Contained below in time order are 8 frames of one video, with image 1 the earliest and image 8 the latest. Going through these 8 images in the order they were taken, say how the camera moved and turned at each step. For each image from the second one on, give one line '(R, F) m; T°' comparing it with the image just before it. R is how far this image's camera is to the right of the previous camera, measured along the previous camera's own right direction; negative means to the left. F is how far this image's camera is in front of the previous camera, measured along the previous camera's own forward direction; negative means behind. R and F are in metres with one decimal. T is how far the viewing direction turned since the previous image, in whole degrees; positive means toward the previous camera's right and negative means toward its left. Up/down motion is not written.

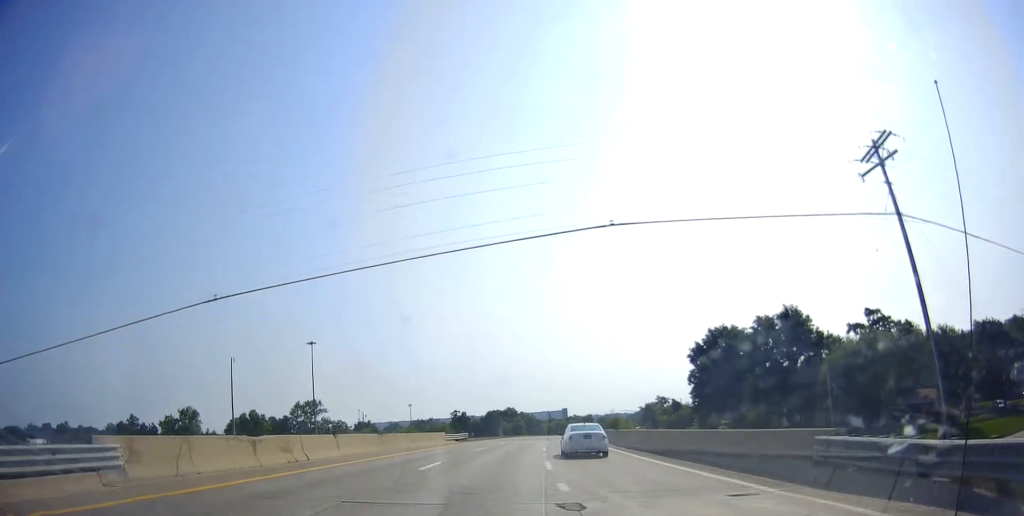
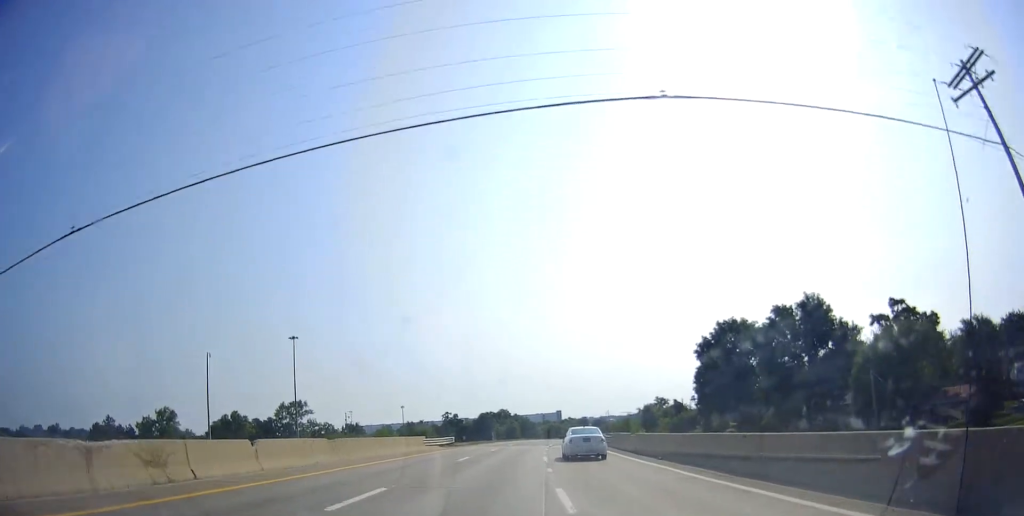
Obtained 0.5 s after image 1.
(+0.1, +8.2) m; +1°
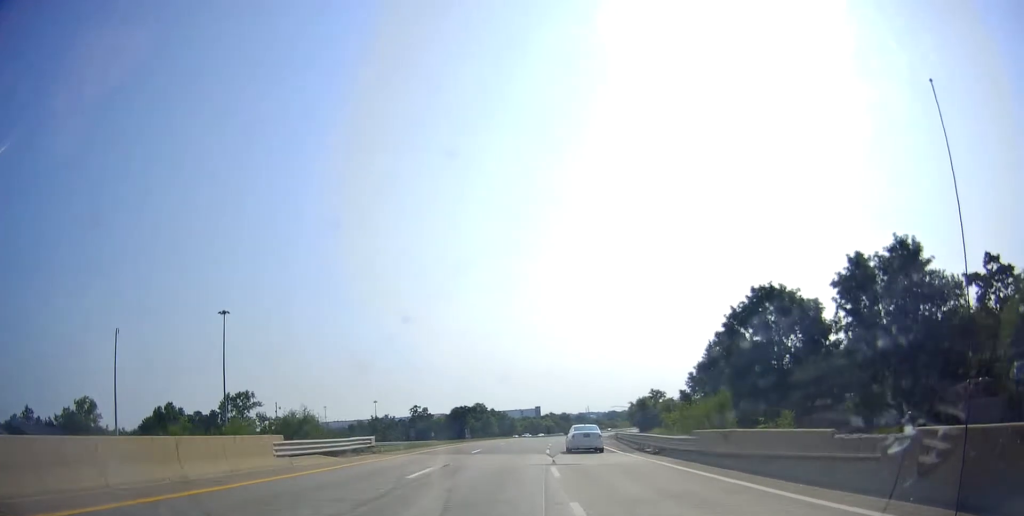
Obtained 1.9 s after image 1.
(+0.3, +25.0) m; 0°
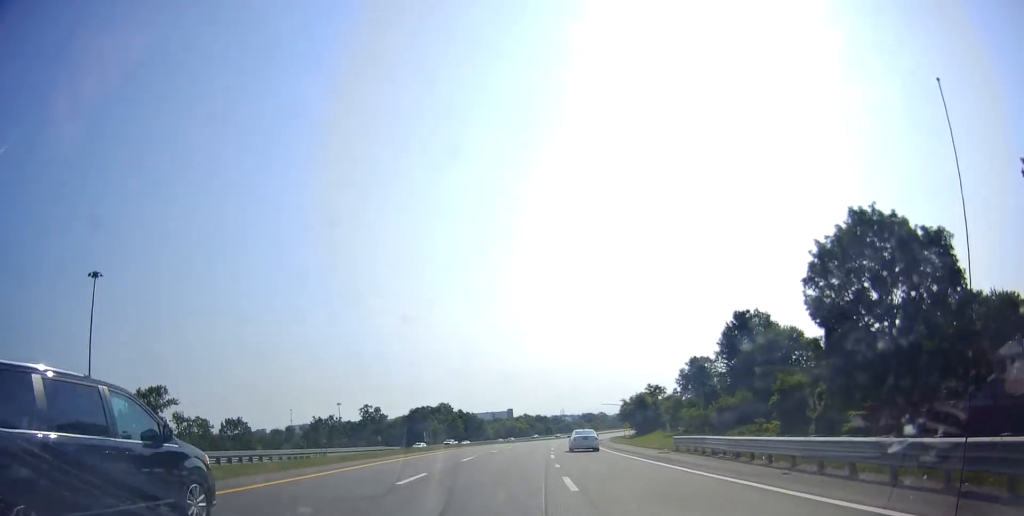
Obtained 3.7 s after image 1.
(+0.2, +33.0) m; +2°
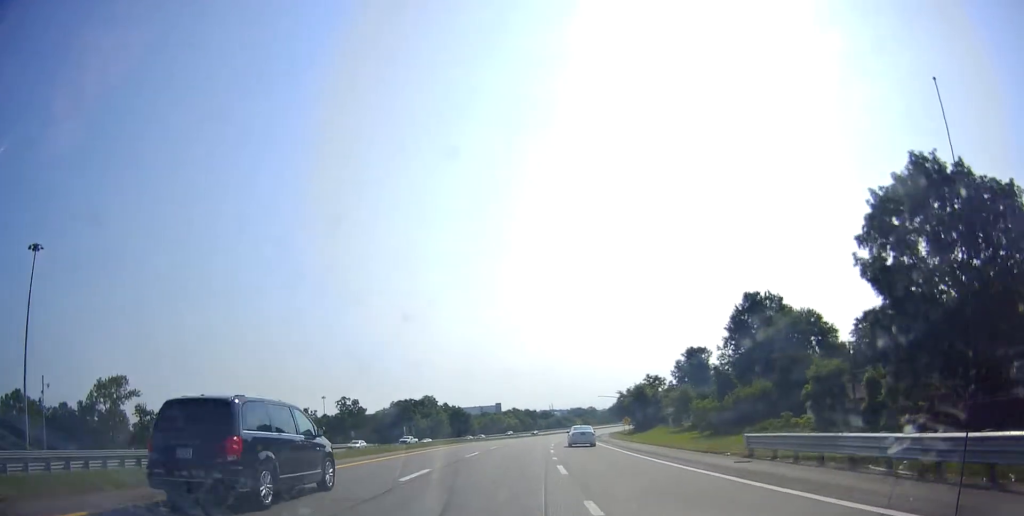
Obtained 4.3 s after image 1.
(0.0, +12.0) m; +2°
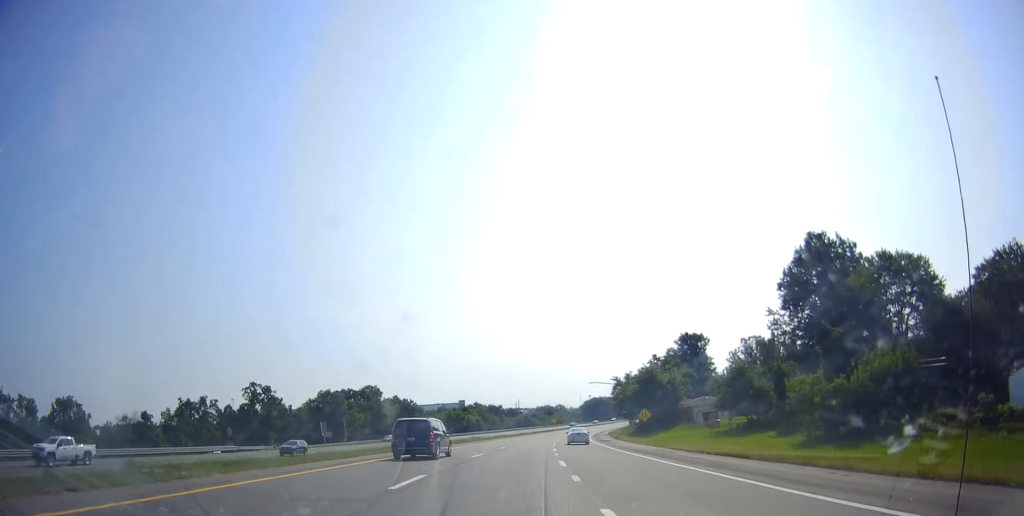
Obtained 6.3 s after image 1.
(+2.1, +39.5) m; +5°
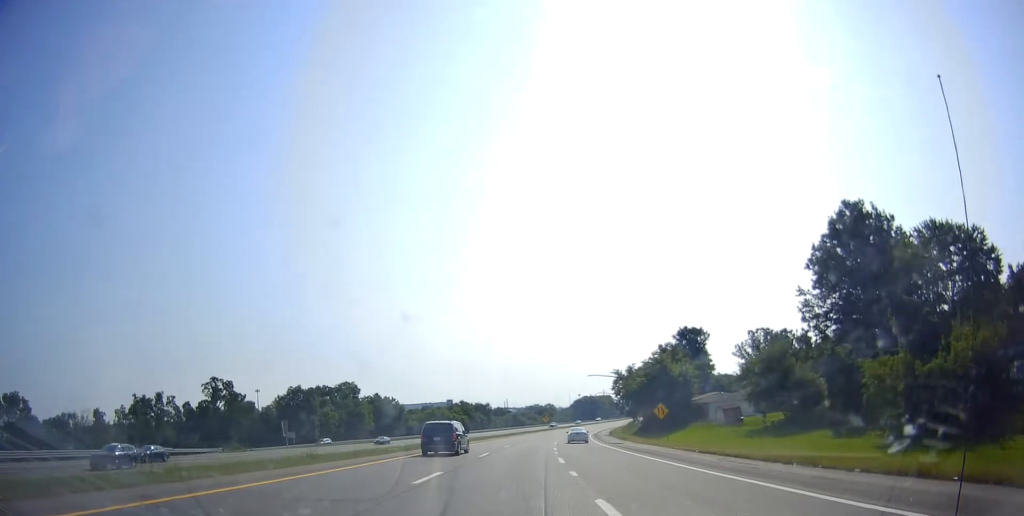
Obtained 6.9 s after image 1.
(-0.1, +13.2) m; +2°
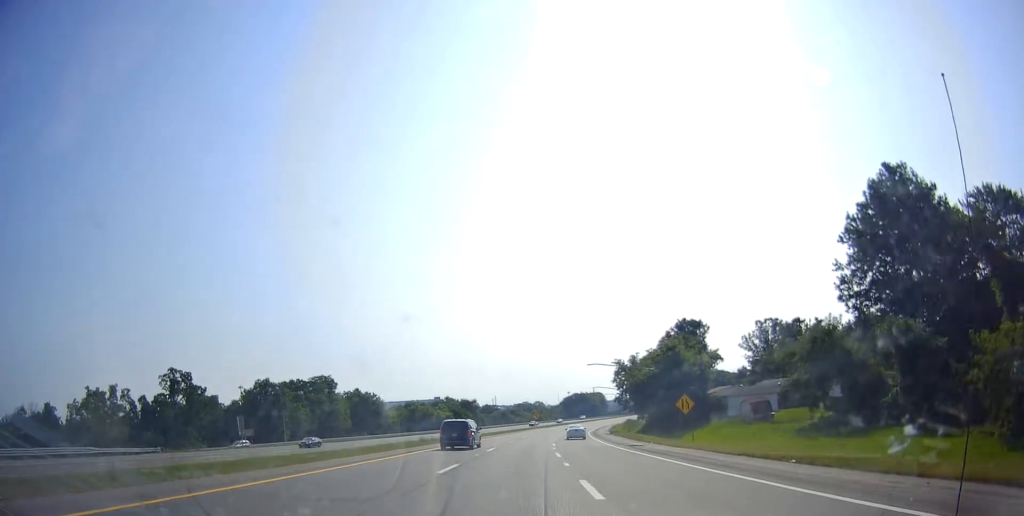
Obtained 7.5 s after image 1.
(+0.2, +12.0) m; +1°
